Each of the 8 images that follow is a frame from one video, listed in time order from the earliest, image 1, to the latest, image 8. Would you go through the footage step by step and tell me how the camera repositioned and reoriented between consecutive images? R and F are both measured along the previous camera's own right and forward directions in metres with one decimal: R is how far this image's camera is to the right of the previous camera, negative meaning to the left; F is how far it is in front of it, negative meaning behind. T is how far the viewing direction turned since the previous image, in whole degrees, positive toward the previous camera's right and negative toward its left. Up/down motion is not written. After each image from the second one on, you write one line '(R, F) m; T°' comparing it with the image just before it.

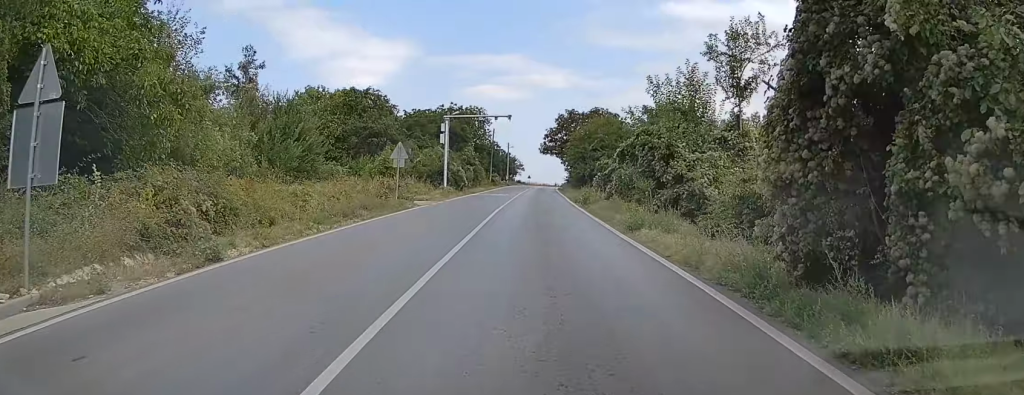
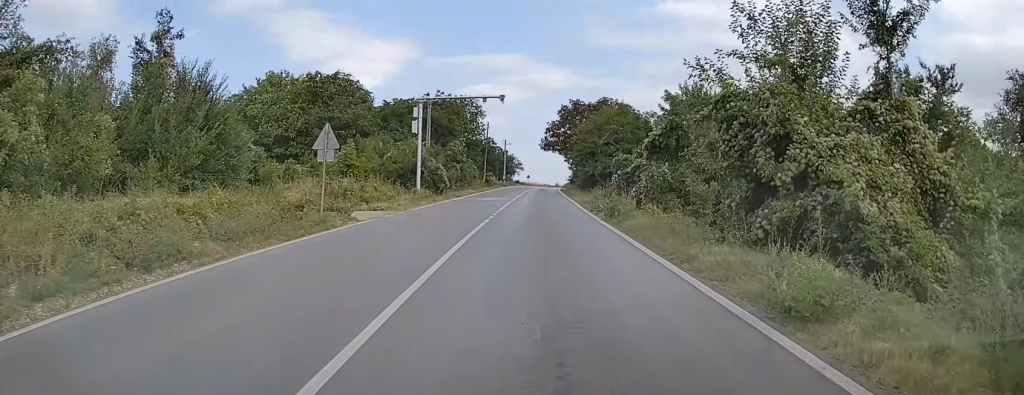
(+0.2, +11.5) m; 0°
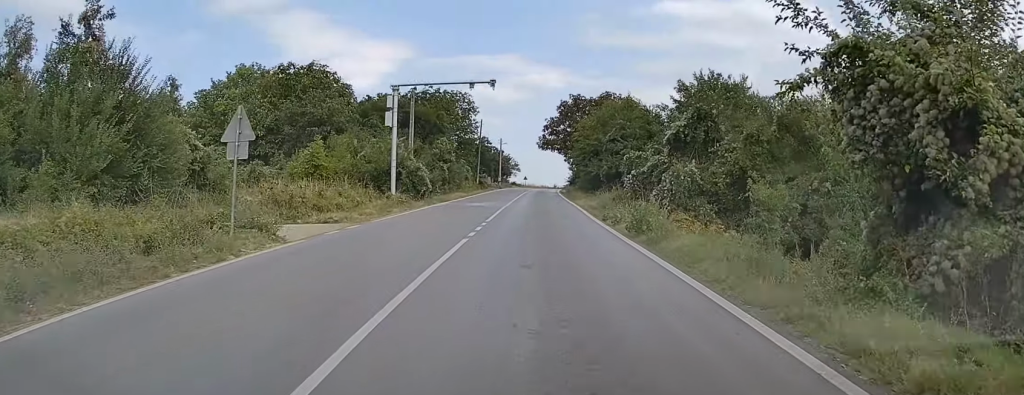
(-0.1, +6.2) m; 0°
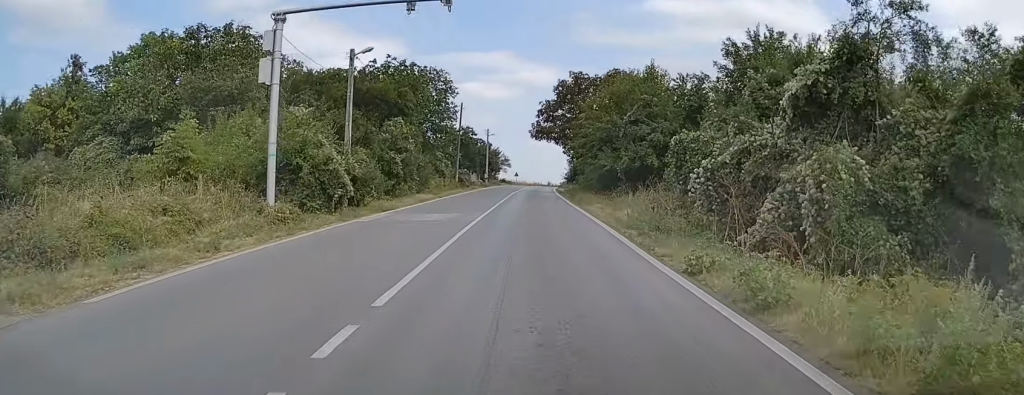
(+0.2, +14.4) m; -1°
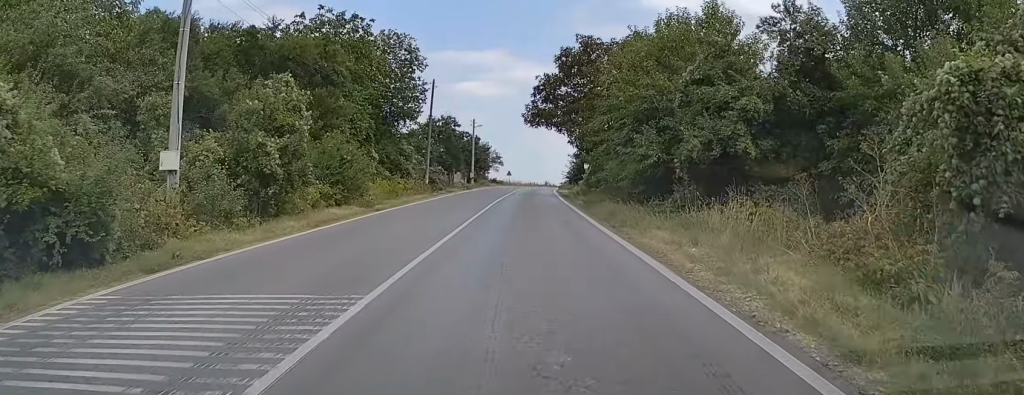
(-0.2, +15.7) m; 0°
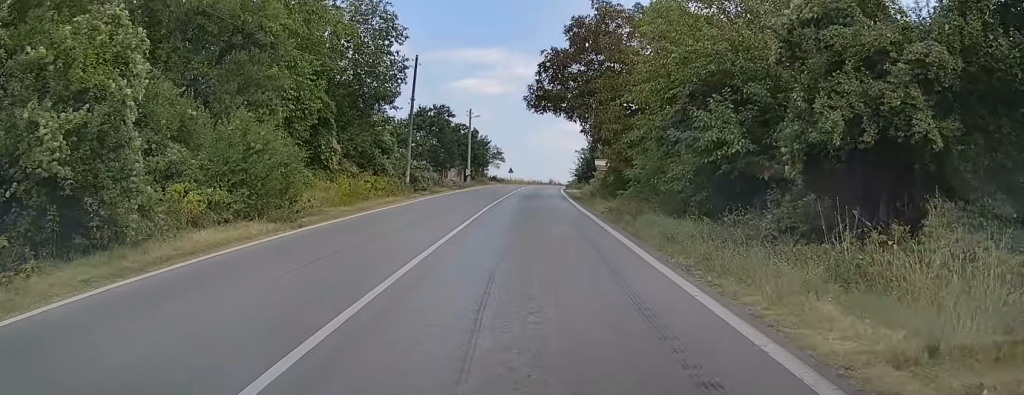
(+0.2, +9.0) m; 0°
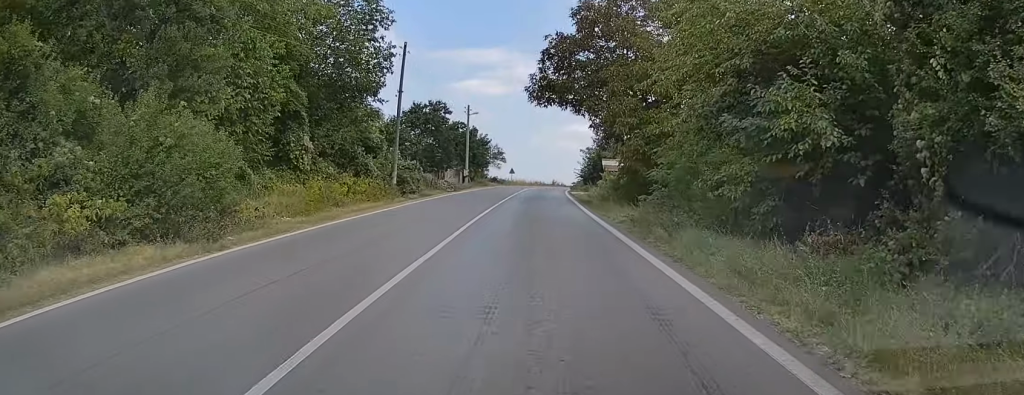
(-0.1, +4.5) m; 0°
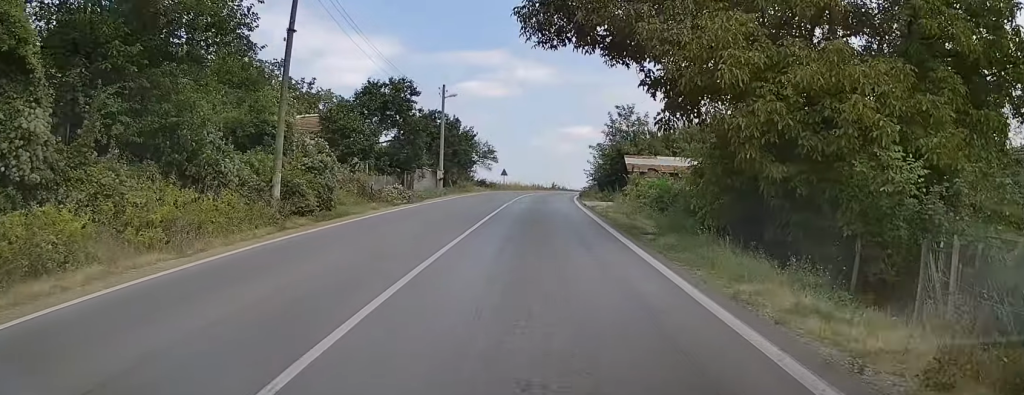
(-0.1, +16.4) m; 0°
